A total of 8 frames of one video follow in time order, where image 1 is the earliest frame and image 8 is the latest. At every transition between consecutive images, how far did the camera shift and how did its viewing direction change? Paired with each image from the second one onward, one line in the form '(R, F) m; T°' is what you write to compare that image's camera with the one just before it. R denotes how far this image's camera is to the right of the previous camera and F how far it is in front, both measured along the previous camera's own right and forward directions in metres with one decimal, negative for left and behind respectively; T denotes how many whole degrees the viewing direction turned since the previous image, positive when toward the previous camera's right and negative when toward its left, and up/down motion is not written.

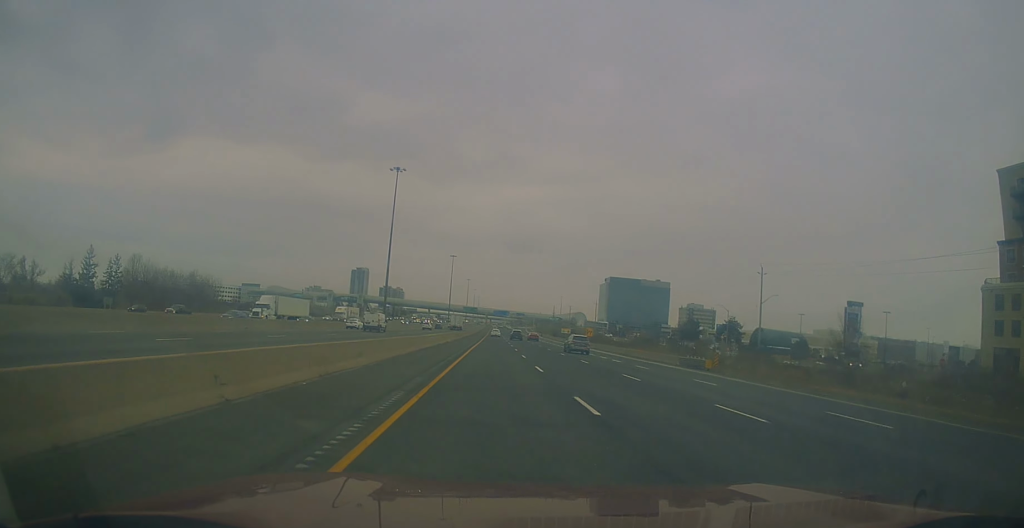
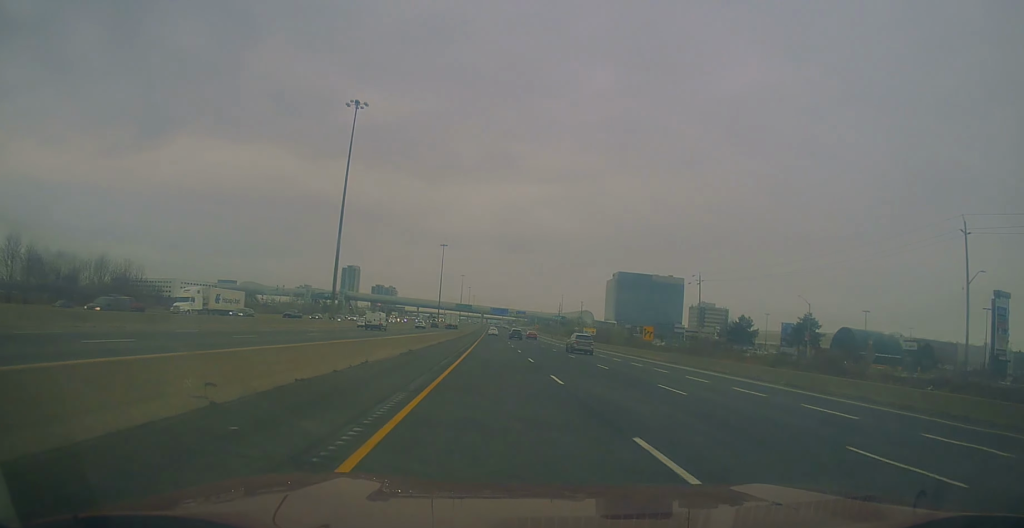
(-0.2, +41.7) m; 0°
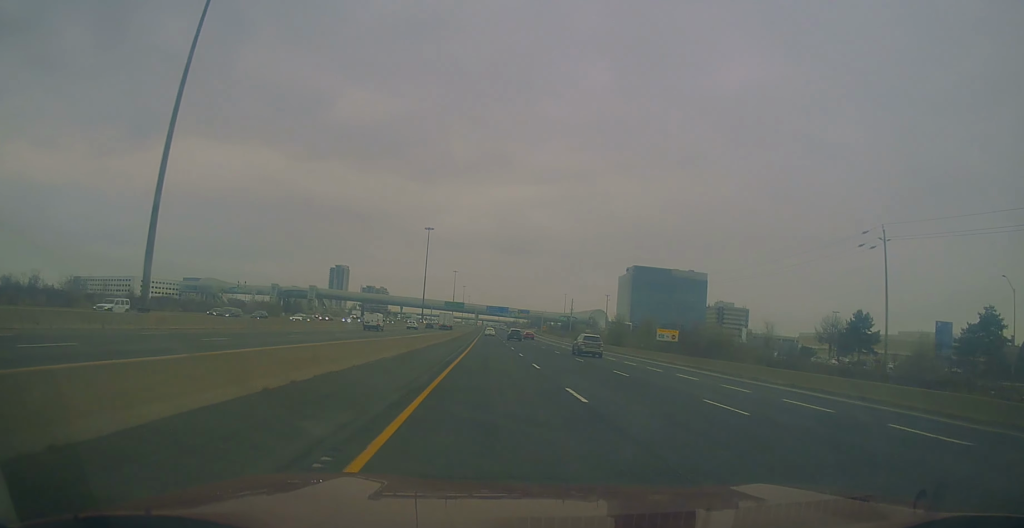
(+0.7, +52.3) m; +1°
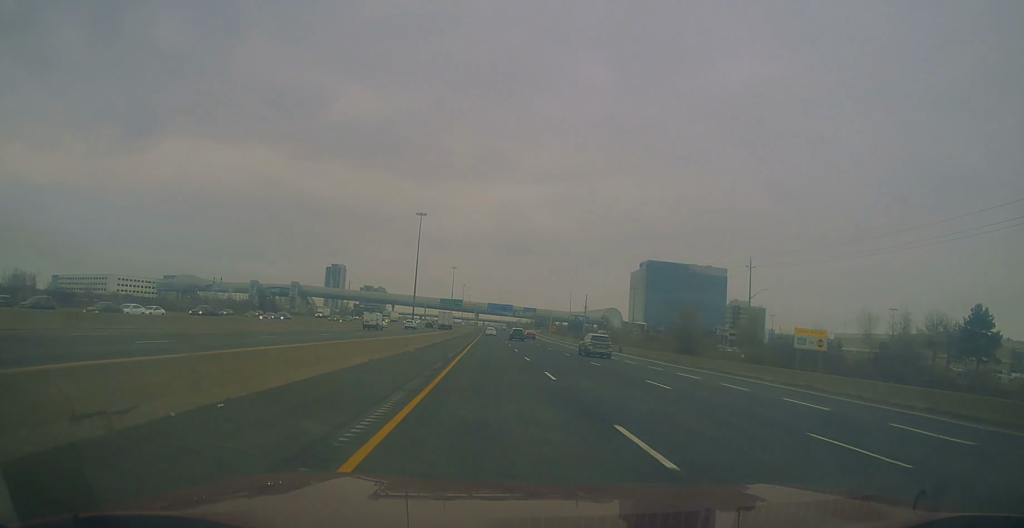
(+0.1, +29.8) m; 0°
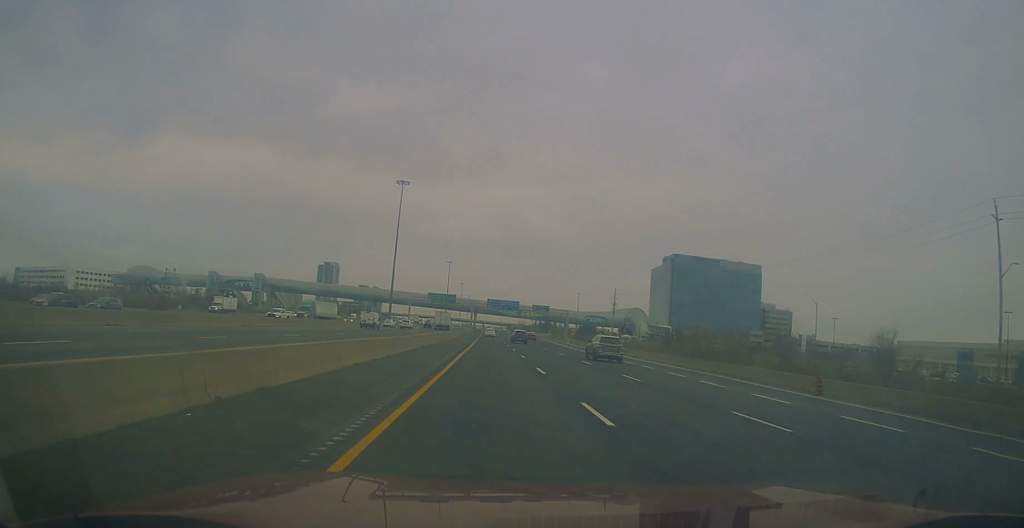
(-0.2, +44.6) m; +1°
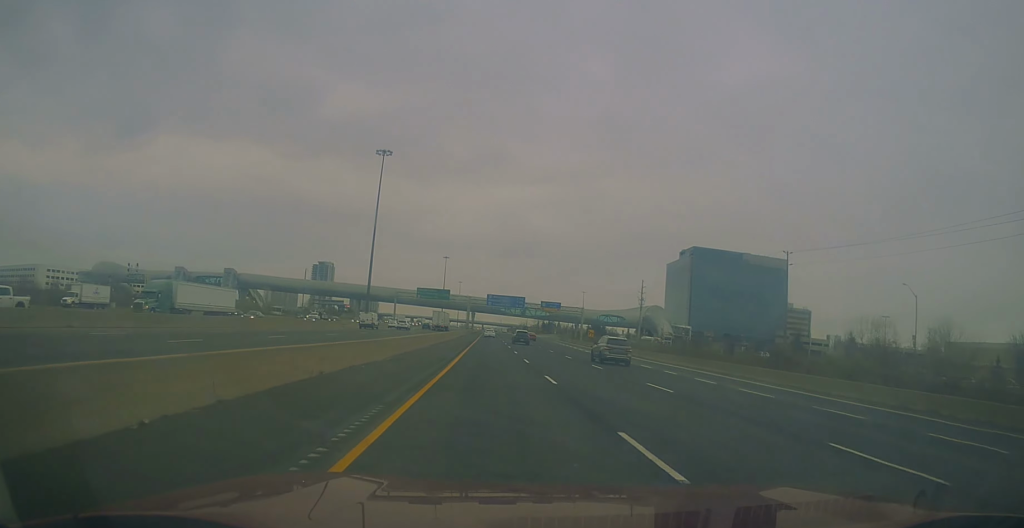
(+0.3, +27.5) m; 0°
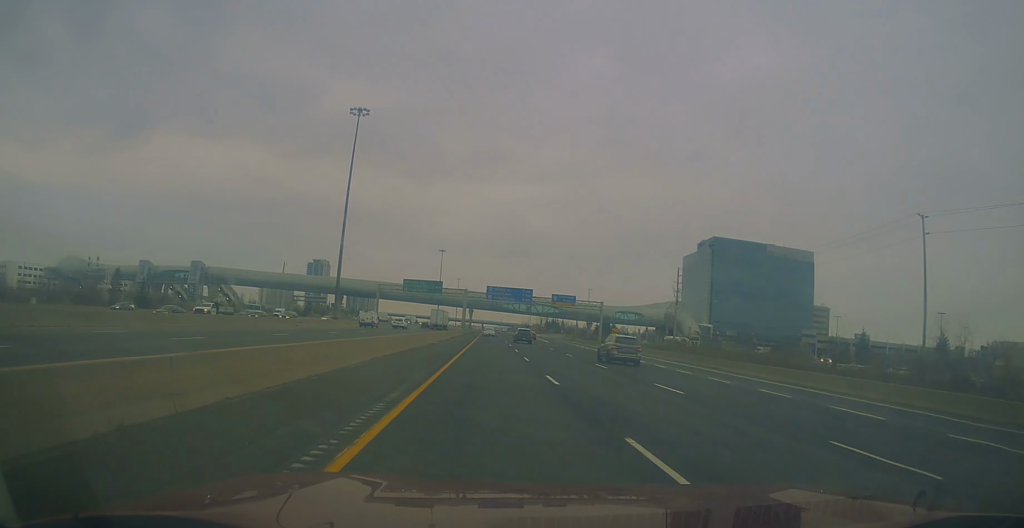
(0.0, +24.3) m; 0°
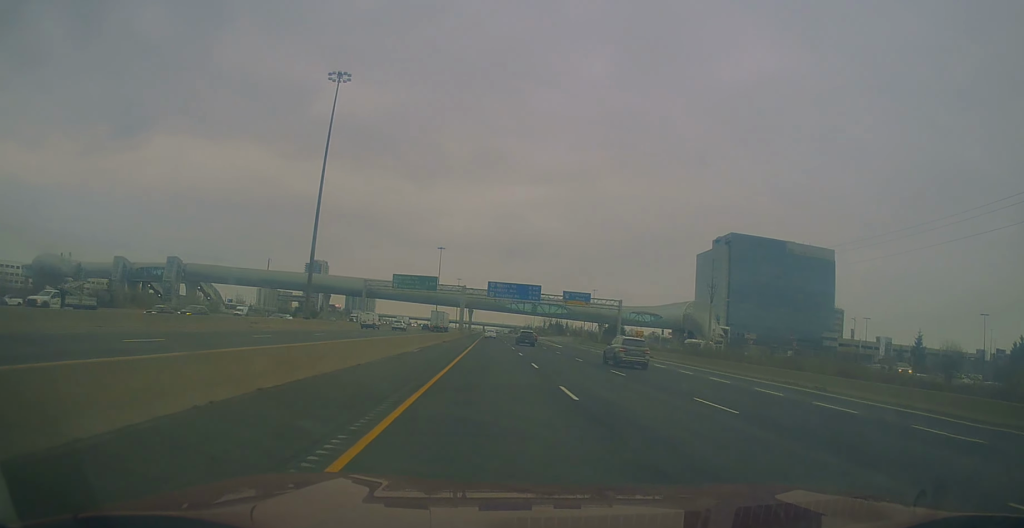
(0.0, +15.8) m; -1°
